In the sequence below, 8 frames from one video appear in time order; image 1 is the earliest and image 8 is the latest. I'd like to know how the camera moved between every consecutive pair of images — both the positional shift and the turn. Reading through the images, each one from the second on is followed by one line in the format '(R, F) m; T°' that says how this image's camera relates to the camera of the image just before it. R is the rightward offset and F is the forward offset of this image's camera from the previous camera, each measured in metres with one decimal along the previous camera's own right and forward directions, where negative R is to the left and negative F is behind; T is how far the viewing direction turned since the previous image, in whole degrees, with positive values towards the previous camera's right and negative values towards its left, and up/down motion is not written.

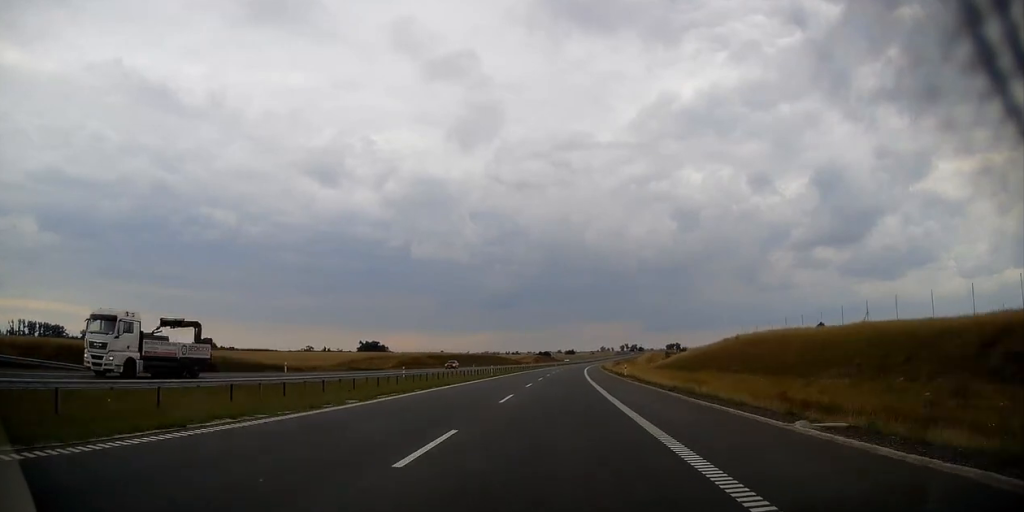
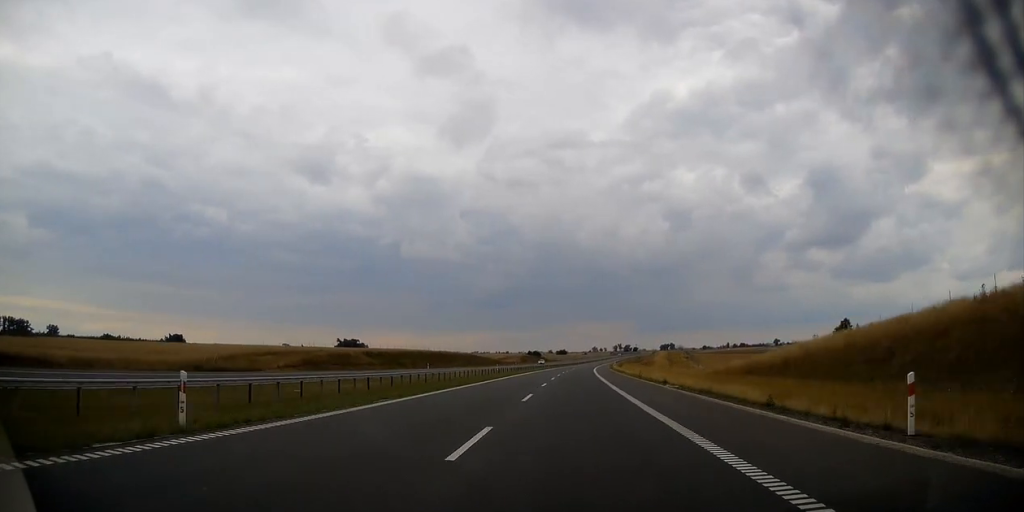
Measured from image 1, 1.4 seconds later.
(+0.1, +47.5) m; 0°
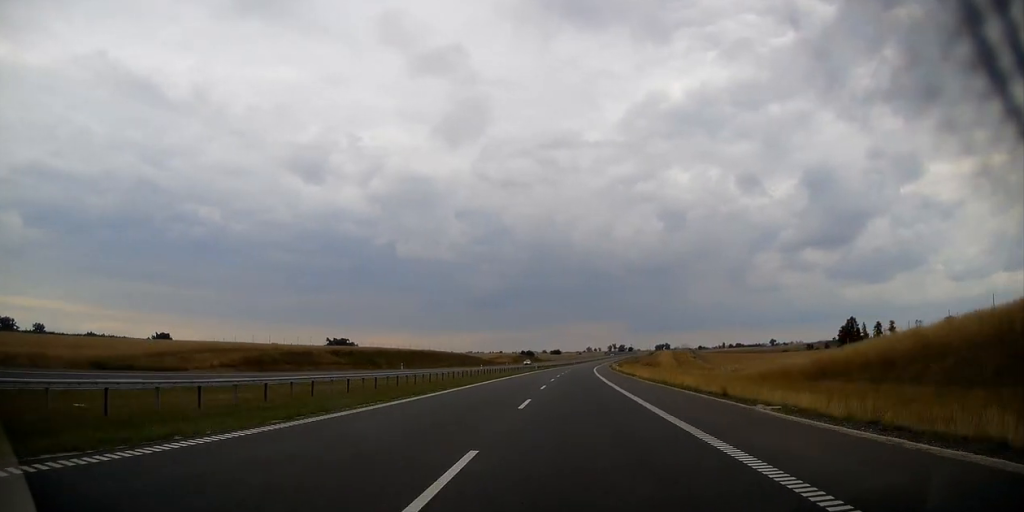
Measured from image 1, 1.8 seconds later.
(+0.1, +15.1) m; 0°
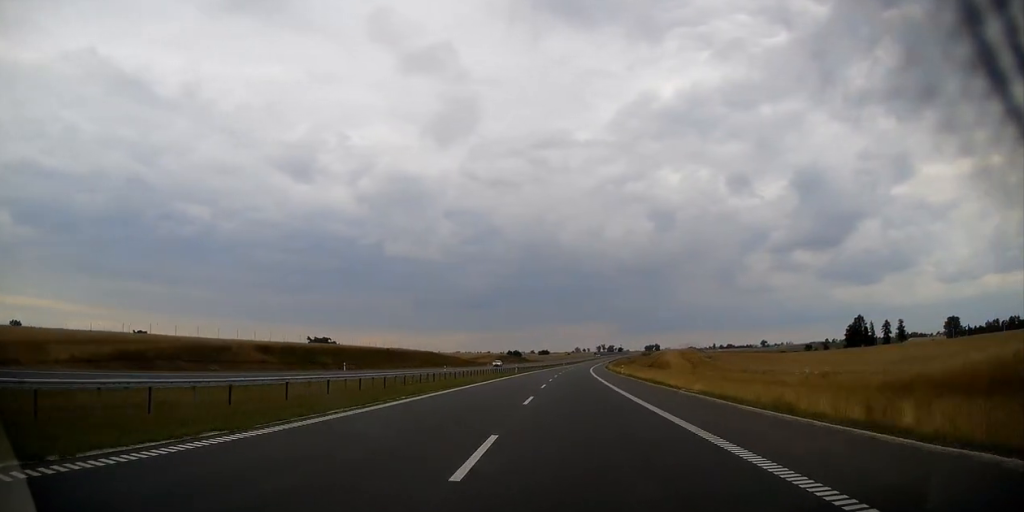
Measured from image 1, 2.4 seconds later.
(0.0, +22.1) m; +1°
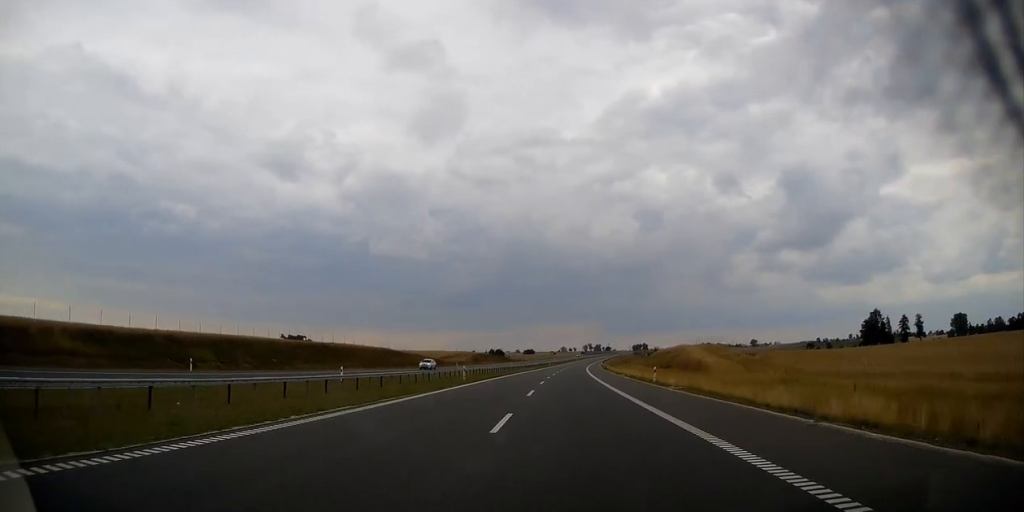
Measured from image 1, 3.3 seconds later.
(+0.3, +31.6) m; +1°
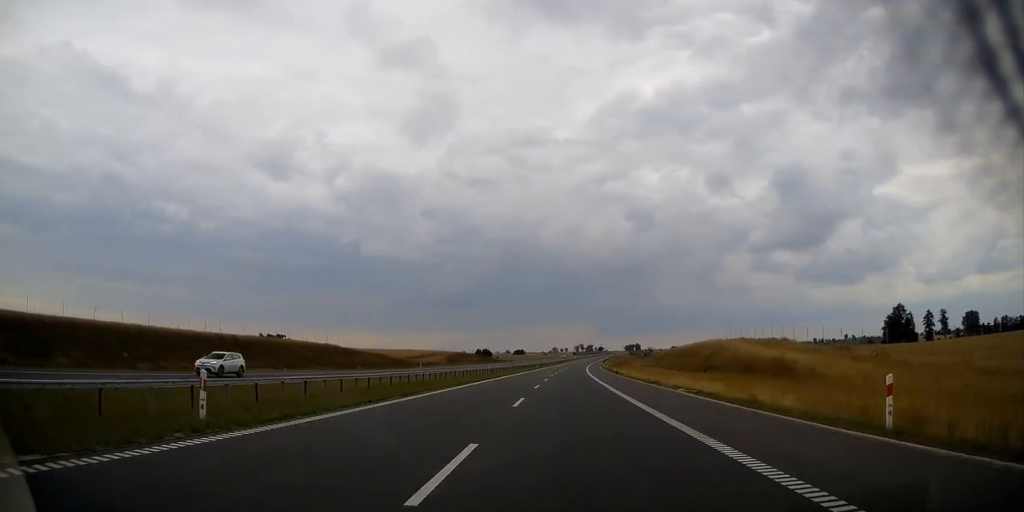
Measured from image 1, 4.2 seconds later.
(+0.3, +29.6) m; +1°
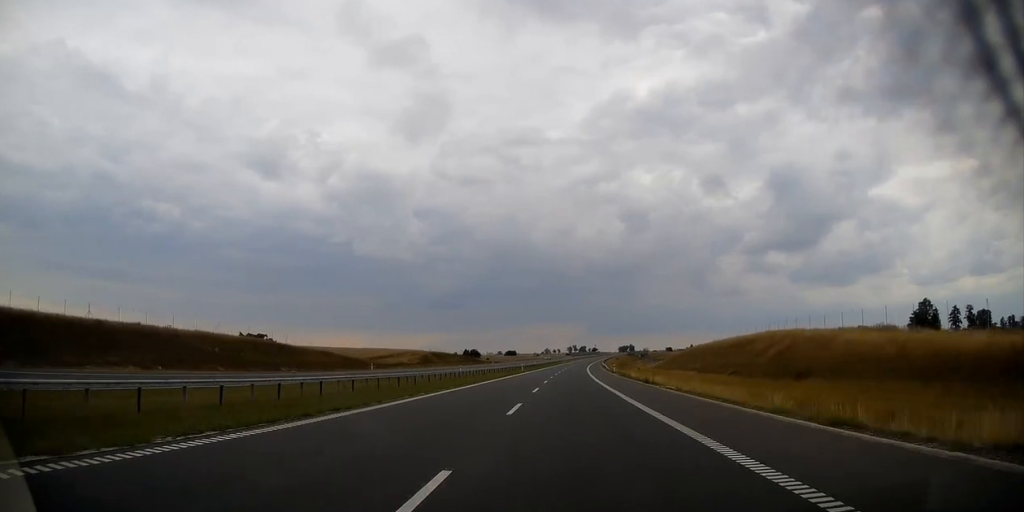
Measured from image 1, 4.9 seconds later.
(+0.2, +26.3) m; +1°
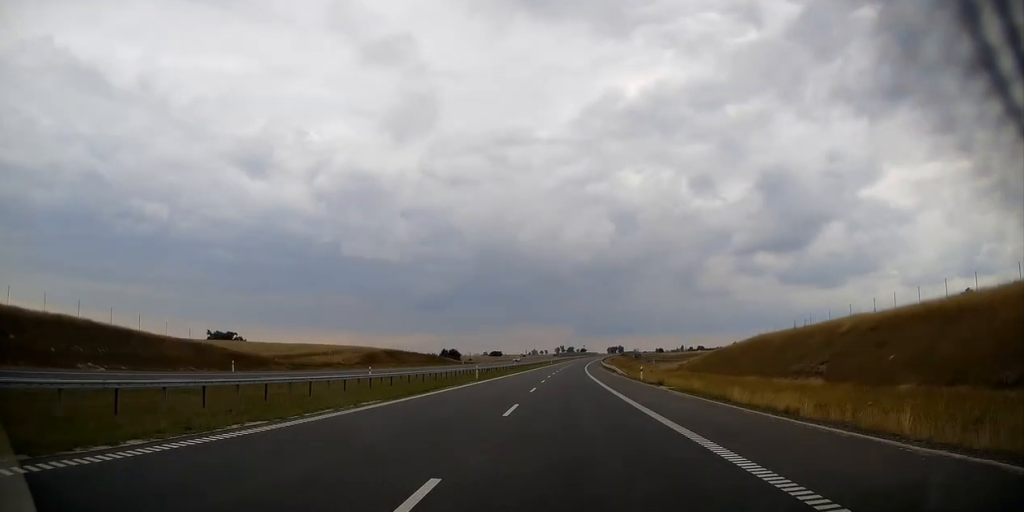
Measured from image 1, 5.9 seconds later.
(+0.3, +36.4) m; +1°
